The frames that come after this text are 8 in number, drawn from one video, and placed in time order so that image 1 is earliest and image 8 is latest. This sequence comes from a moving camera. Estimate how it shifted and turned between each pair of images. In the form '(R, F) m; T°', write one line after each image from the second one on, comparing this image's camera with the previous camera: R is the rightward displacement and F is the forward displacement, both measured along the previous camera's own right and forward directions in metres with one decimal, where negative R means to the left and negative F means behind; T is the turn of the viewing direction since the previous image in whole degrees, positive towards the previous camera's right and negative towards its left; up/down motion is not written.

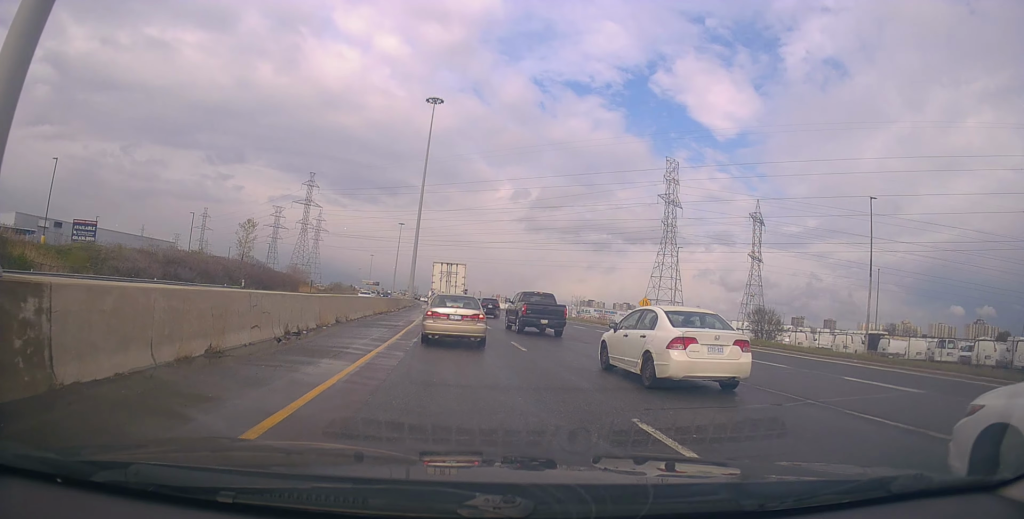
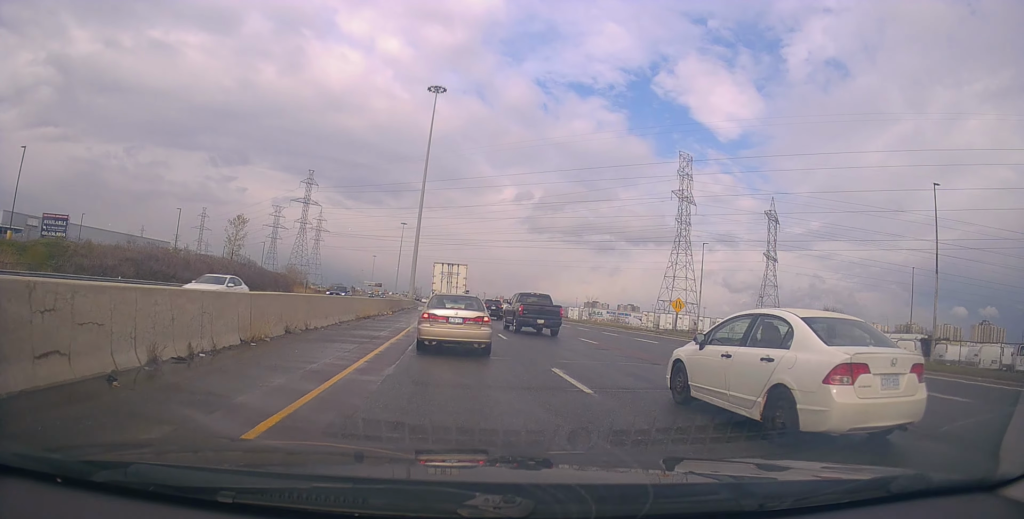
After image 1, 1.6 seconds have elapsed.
(0.0, +7.0) m; +3°
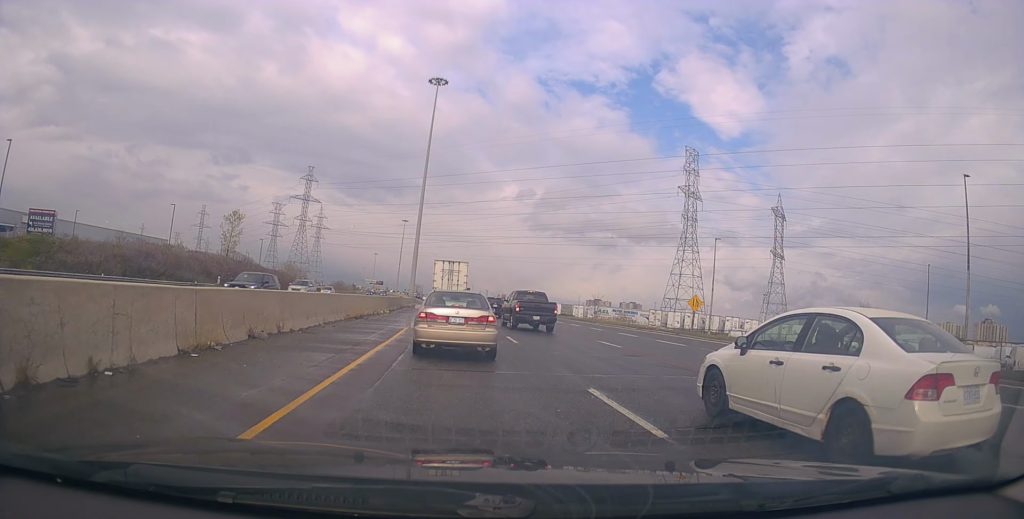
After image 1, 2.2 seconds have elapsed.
(-0.1, +2.6) m; -1°
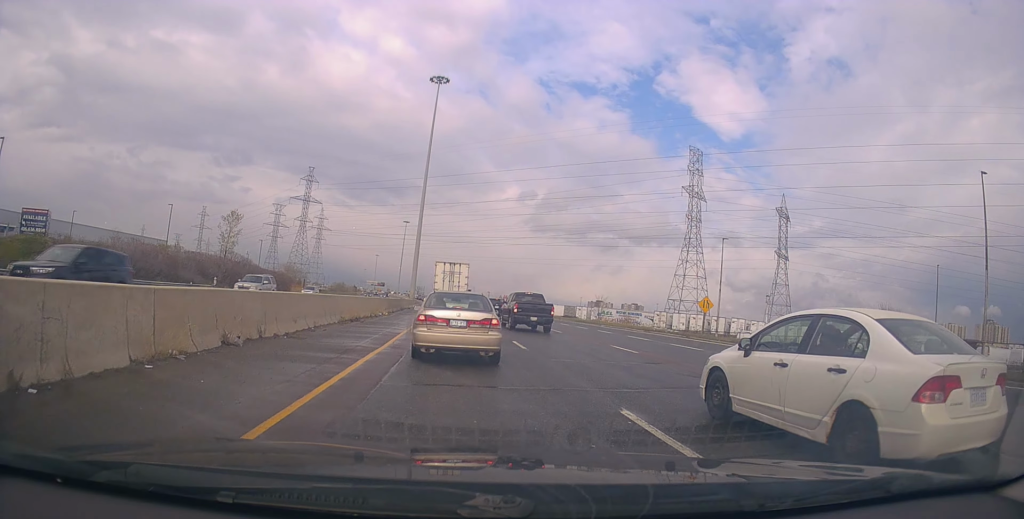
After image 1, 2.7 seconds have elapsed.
(-0.2, +1.6) m; -2°
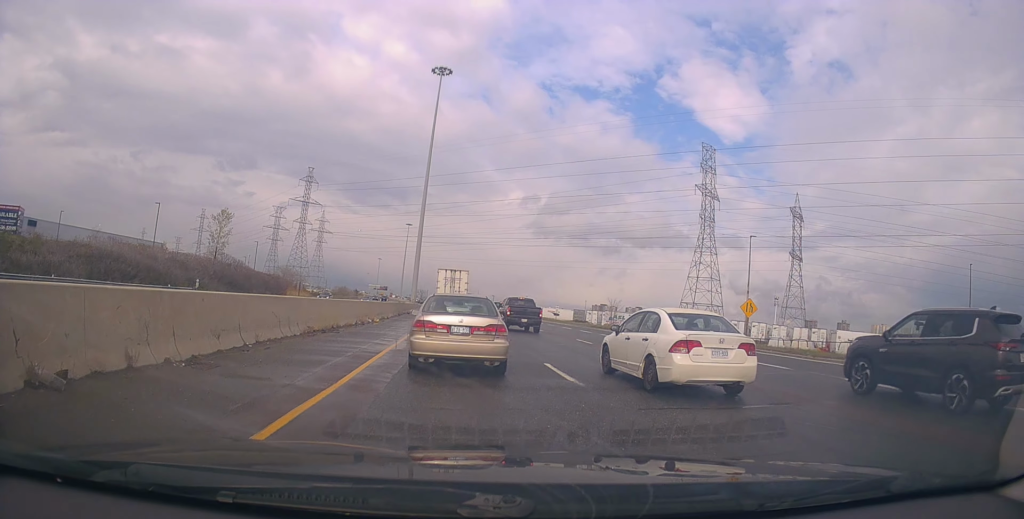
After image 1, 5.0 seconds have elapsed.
(0.0, +5.9) m; -1°
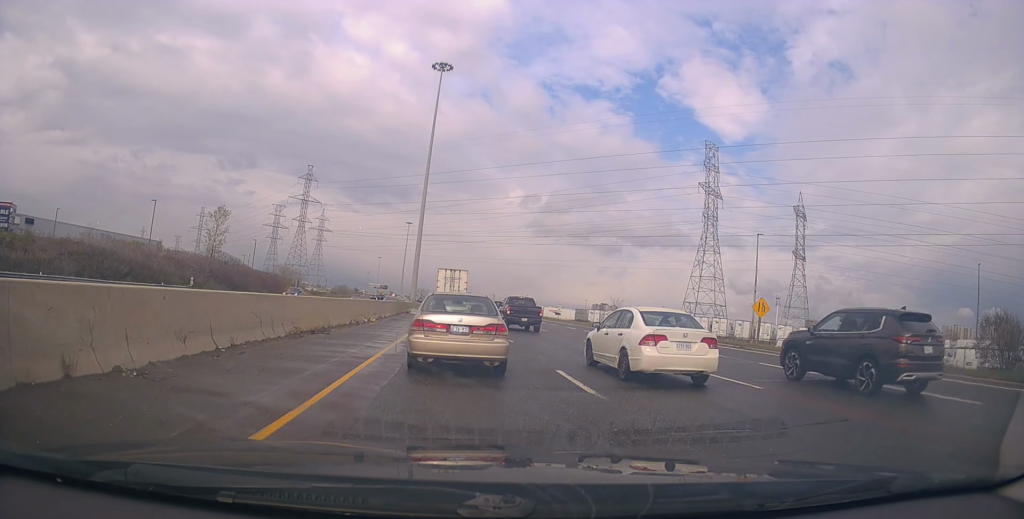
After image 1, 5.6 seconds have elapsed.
(0.0, +1.4) m; +4°
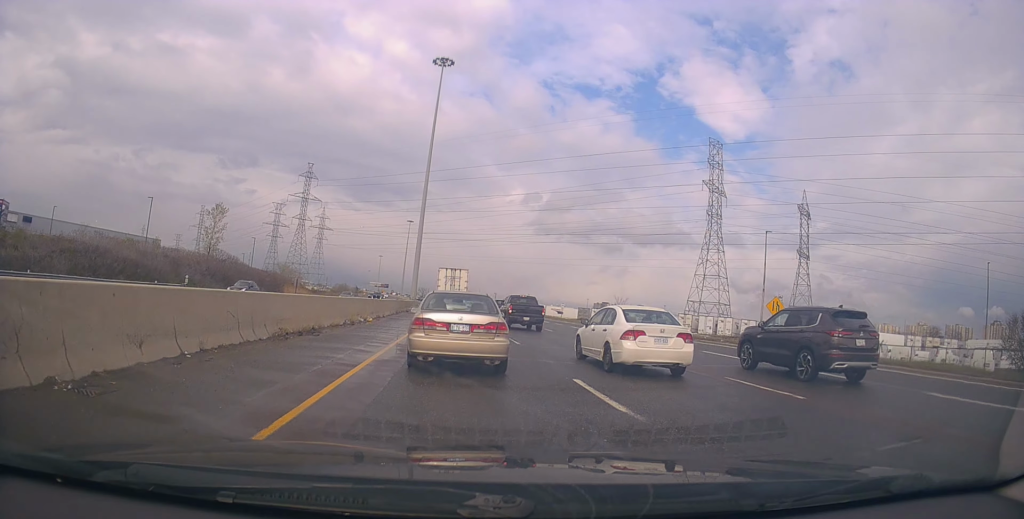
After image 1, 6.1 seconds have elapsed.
(+0.1, +1.4) m; -1°
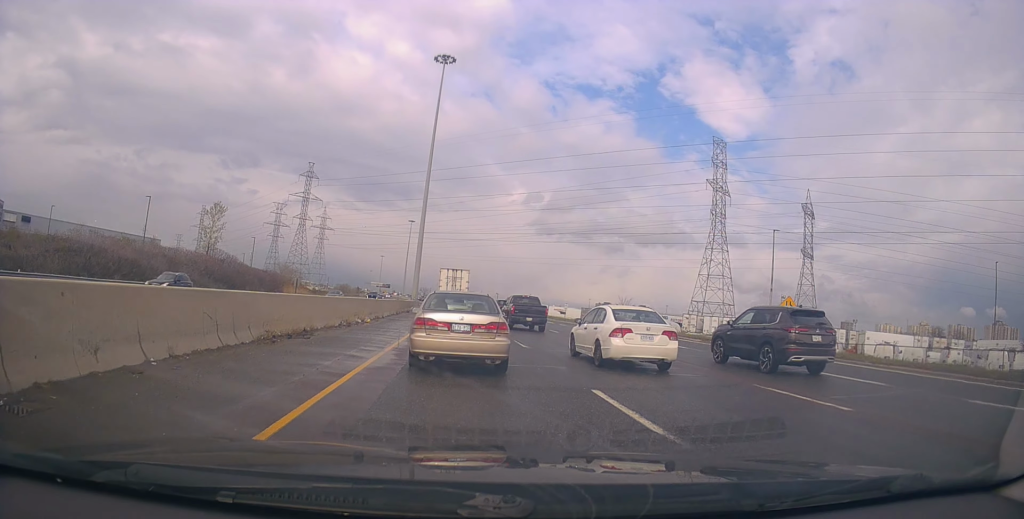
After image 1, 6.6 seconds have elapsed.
(+0.2, +1.3) m; -3°
